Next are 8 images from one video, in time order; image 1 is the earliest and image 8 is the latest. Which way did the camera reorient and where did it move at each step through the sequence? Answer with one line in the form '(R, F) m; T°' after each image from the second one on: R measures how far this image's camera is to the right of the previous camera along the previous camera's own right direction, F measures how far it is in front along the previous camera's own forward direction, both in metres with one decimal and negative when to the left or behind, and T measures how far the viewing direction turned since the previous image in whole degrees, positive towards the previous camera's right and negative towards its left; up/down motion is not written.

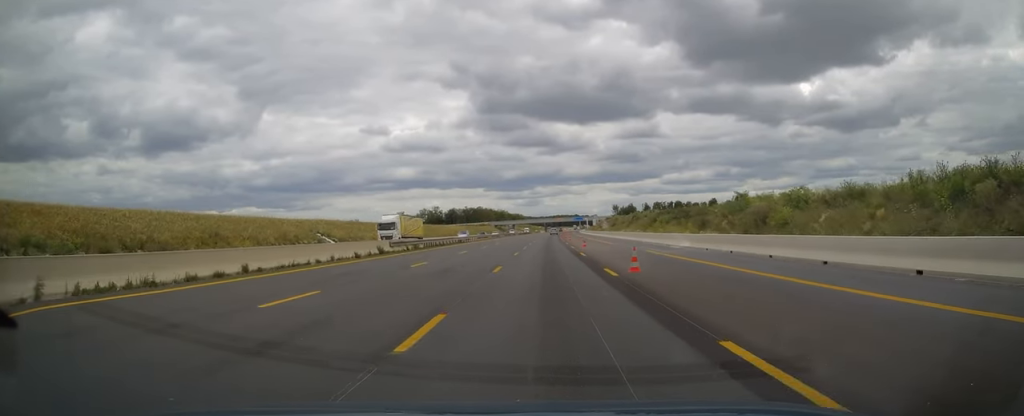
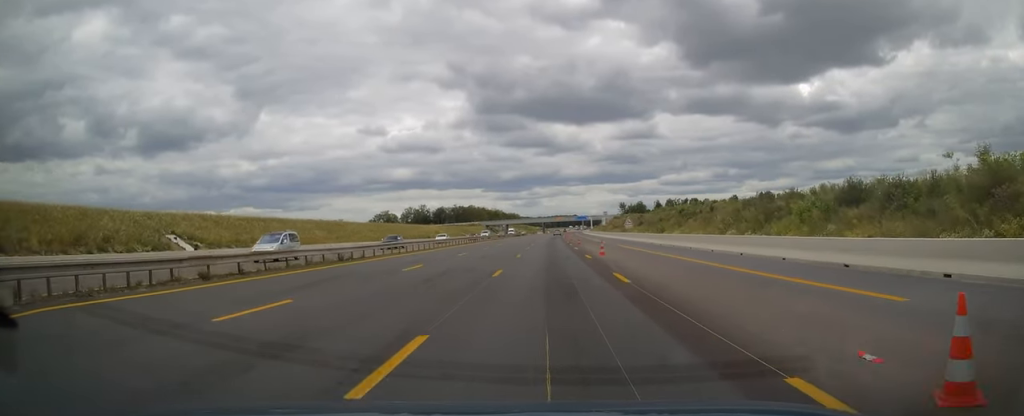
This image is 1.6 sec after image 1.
(0.0, +40.5) m; 0°
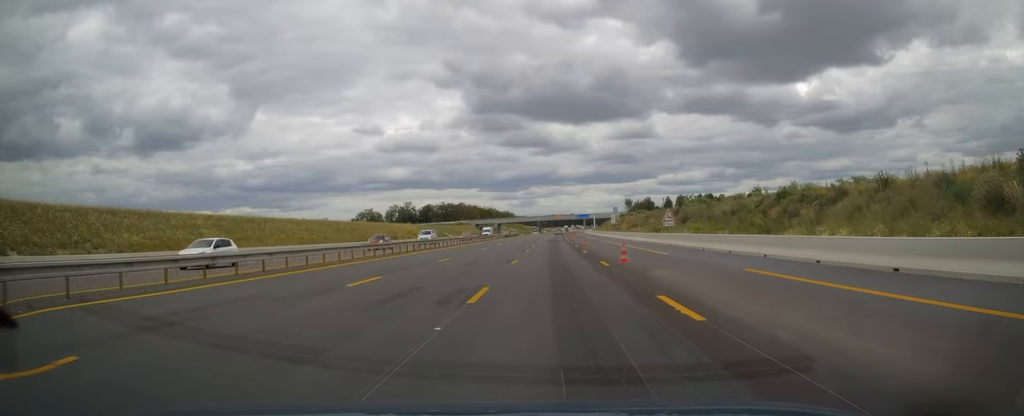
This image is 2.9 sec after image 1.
(+0.1, +32.5) m; +1°
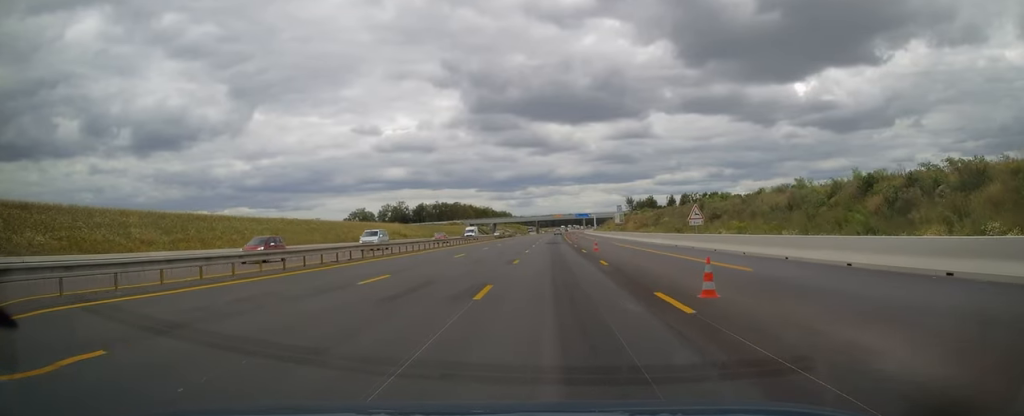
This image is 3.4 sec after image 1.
(0.0, +12.2) m; 0°
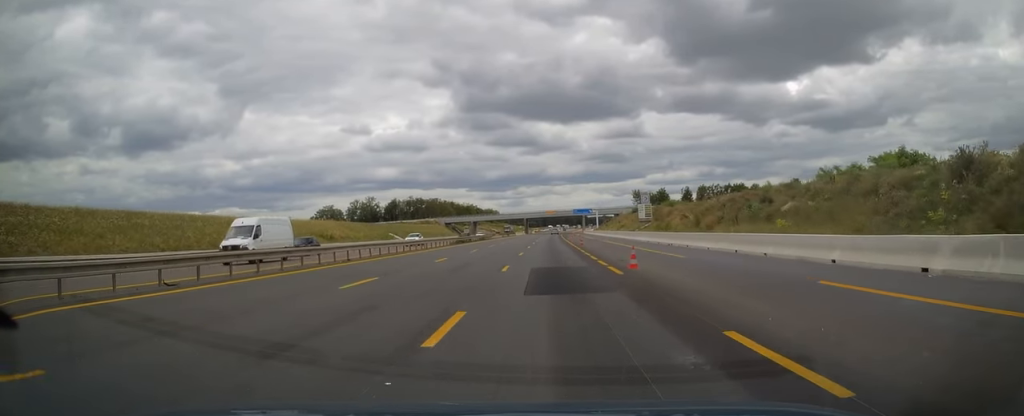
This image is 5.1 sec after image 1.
(+0.3, +44.0) m; 0°
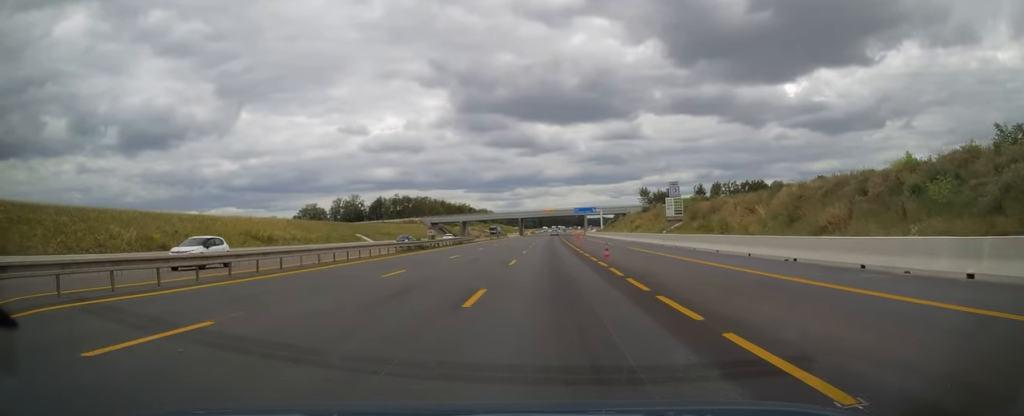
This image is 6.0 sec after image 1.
(0.0, +21.9) m; 0°
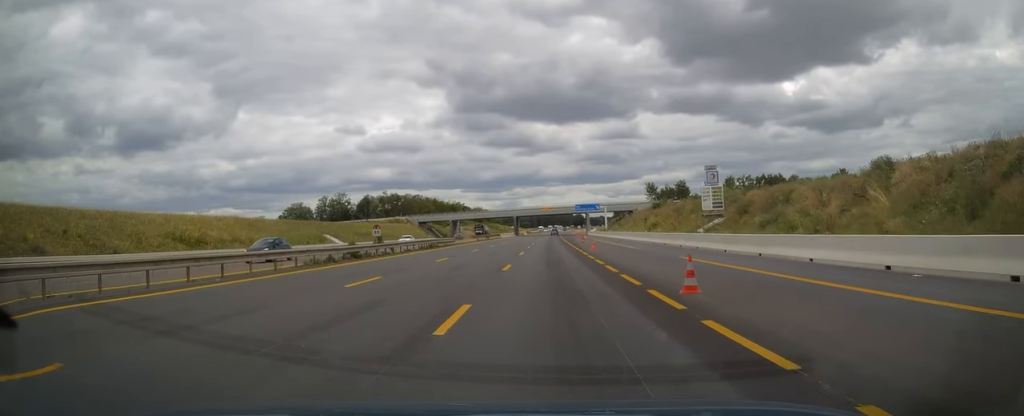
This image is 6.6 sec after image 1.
(0.0, +16.4) m; 0°
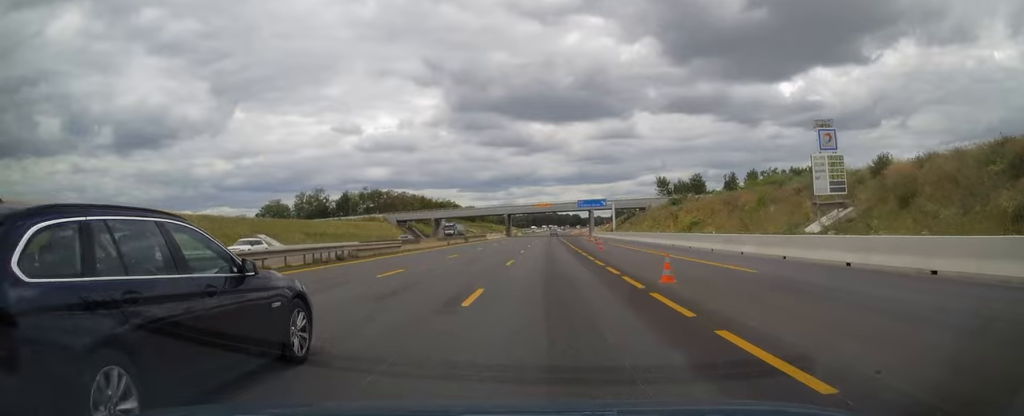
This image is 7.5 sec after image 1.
(0.0, +22.7) m; +1°
